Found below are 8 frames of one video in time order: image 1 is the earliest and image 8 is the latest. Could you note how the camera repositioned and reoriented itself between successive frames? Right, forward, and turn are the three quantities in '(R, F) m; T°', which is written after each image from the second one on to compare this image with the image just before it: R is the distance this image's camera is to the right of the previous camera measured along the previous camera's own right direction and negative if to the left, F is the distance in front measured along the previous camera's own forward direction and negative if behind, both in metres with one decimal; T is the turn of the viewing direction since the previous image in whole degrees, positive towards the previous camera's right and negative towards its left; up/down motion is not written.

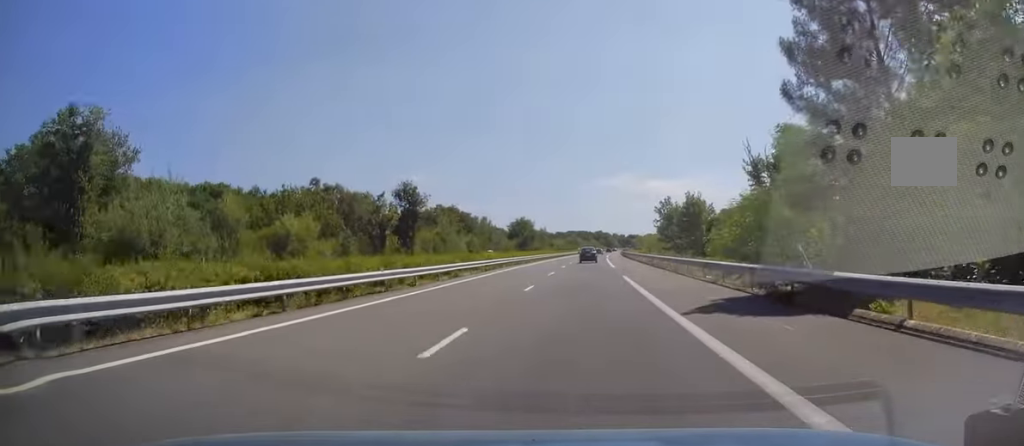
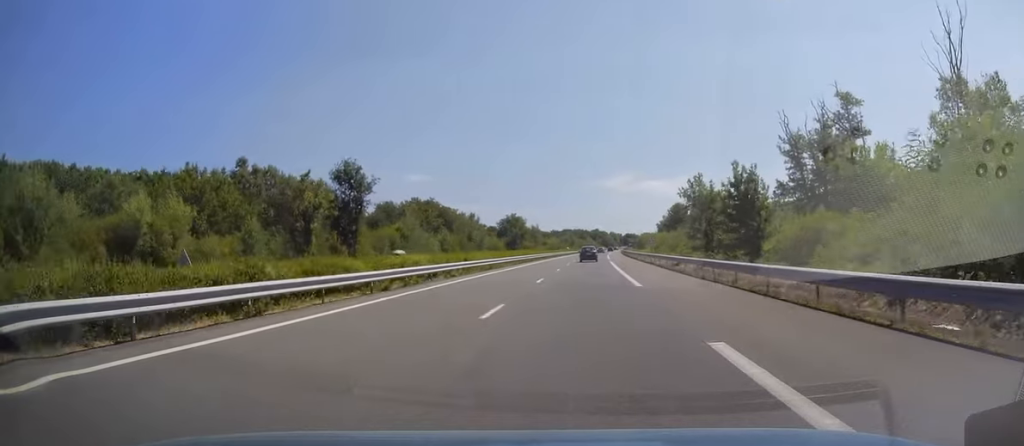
(0.0, +21.6) m; +1°
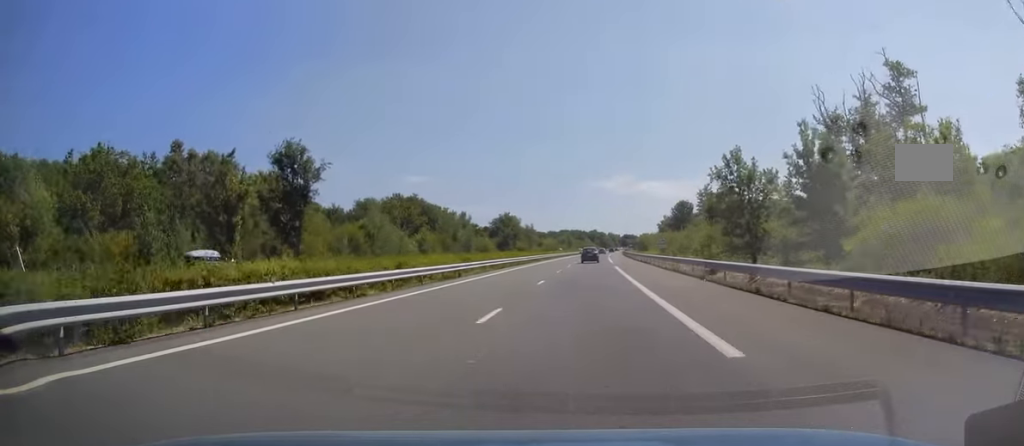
(+0.2, +13.8) m; 0°
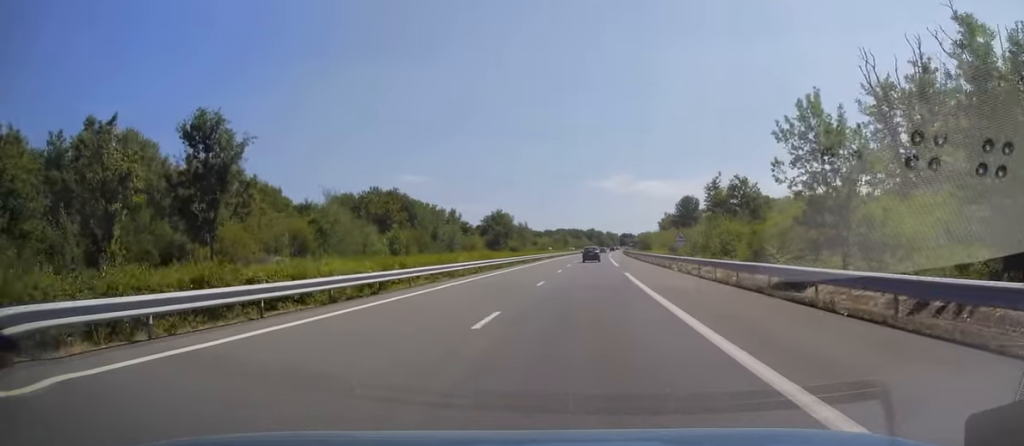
(+0.1, +13.7) m; 0°
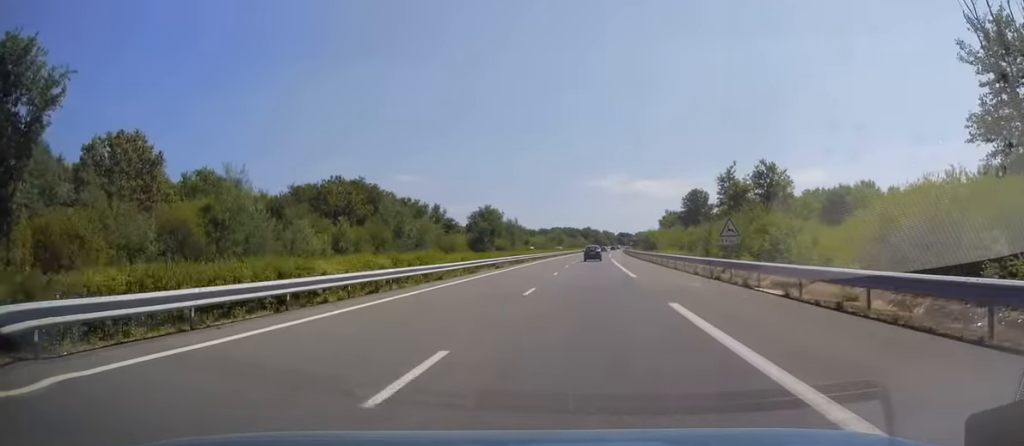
(0.0, +18.7) m; 0°
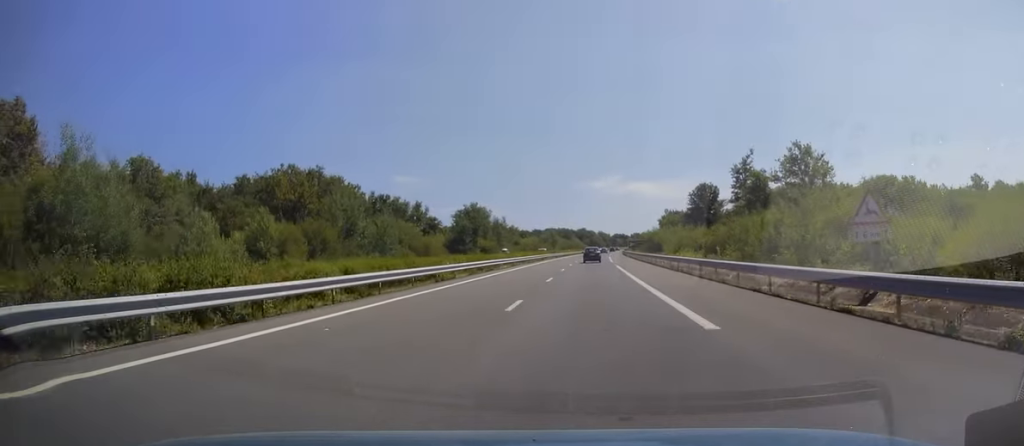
(0.0, +17.2) m; 0°
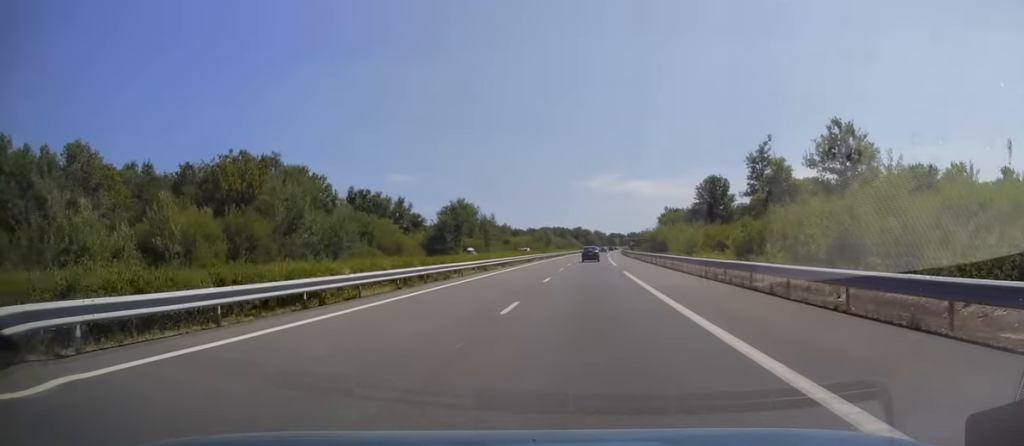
(-0.1, +13.8) m; 0°
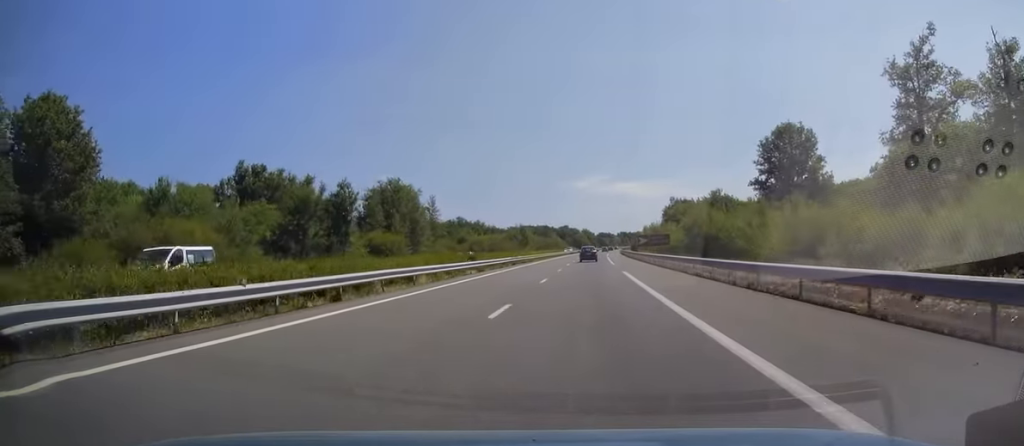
(+0.8, +53.1) m; +2°
